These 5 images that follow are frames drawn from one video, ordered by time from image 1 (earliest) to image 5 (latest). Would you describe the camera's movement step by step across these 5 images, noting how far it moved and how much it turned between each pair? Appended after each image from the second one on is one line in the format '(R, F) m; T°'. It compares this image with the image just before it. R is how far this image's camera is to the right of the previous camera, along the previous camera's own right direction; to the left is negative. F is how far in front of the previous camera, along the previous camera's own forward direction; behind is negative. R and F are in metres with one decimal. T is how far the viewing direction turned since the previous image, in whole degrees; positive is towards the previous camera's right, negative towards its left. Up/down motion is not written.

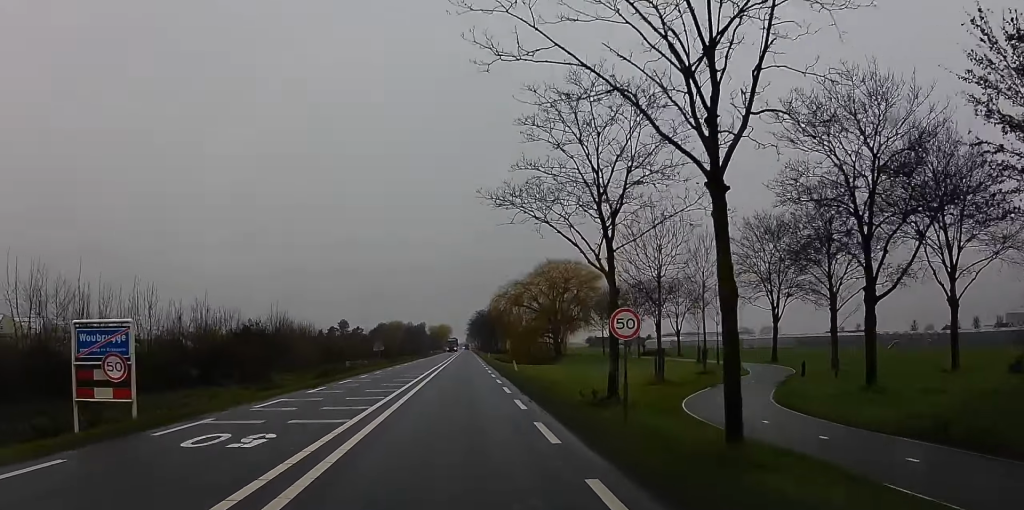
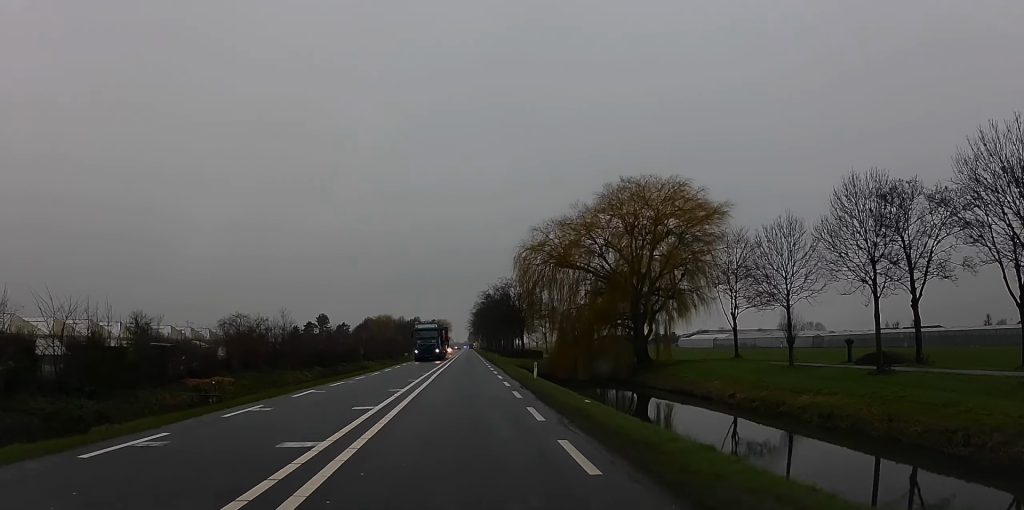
(+4.0, +62.0) m; +4°
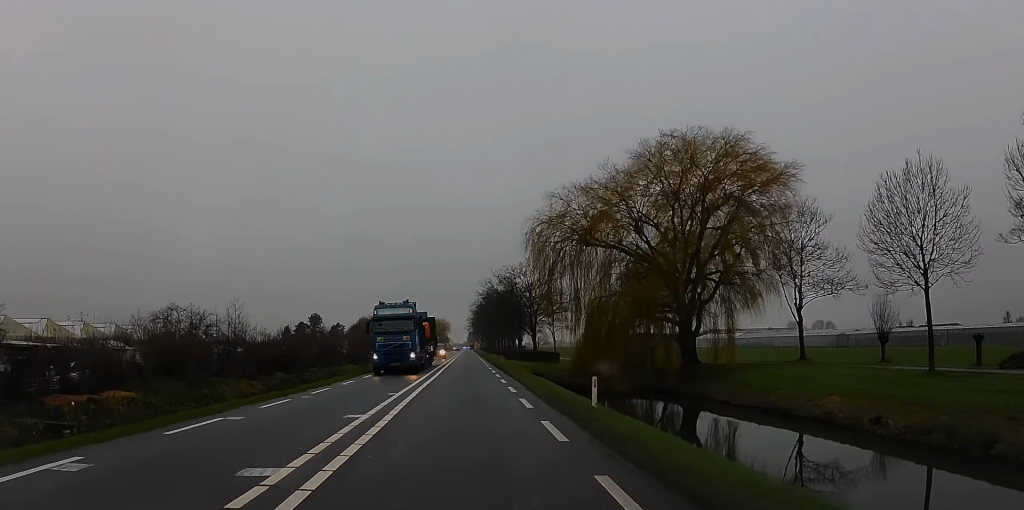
(+0.9, +15.3) m; +3°
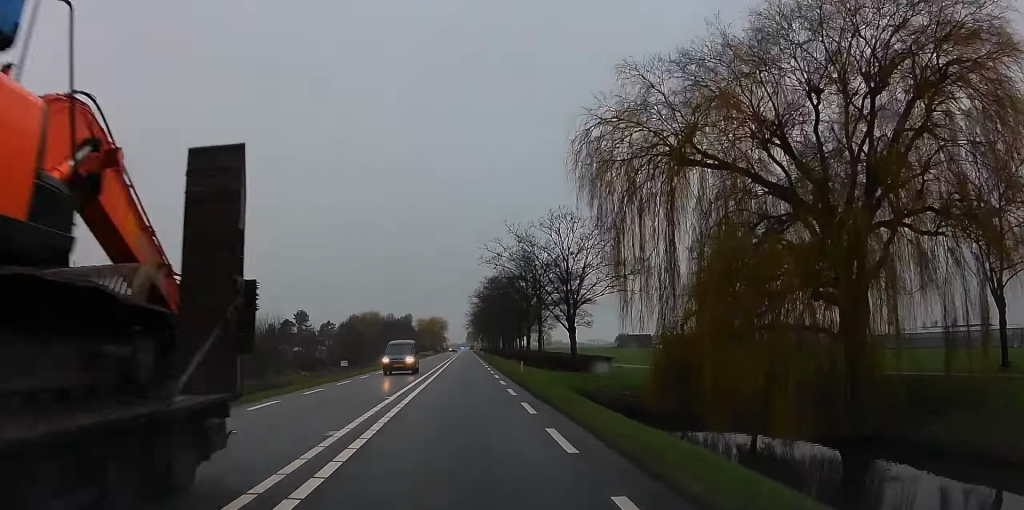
(-1.2, +24.2) m; -4°
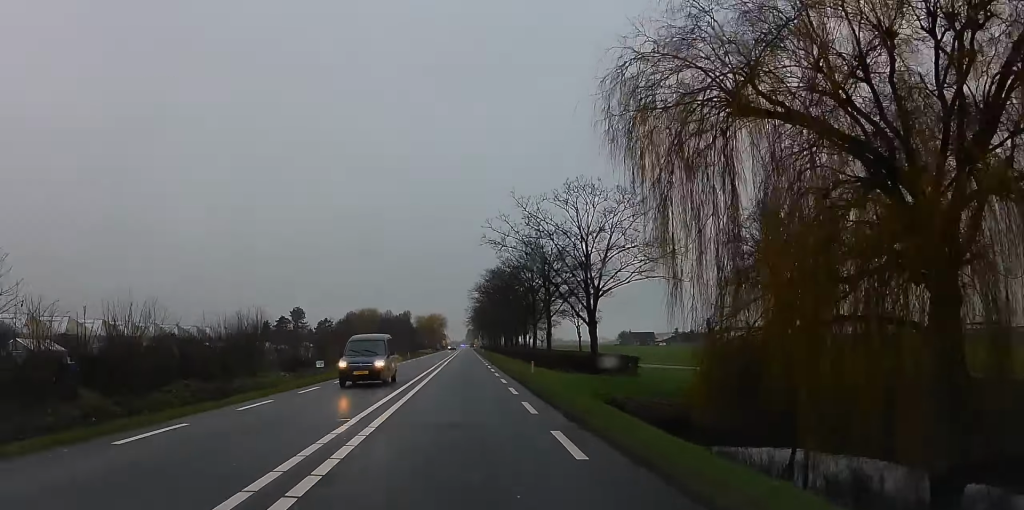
(-0.5, +6.8) m; 0°
